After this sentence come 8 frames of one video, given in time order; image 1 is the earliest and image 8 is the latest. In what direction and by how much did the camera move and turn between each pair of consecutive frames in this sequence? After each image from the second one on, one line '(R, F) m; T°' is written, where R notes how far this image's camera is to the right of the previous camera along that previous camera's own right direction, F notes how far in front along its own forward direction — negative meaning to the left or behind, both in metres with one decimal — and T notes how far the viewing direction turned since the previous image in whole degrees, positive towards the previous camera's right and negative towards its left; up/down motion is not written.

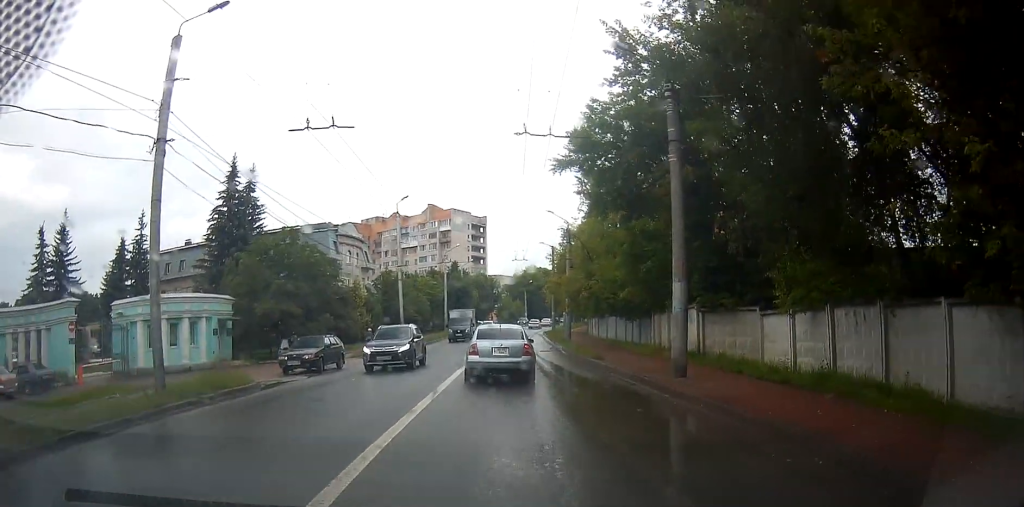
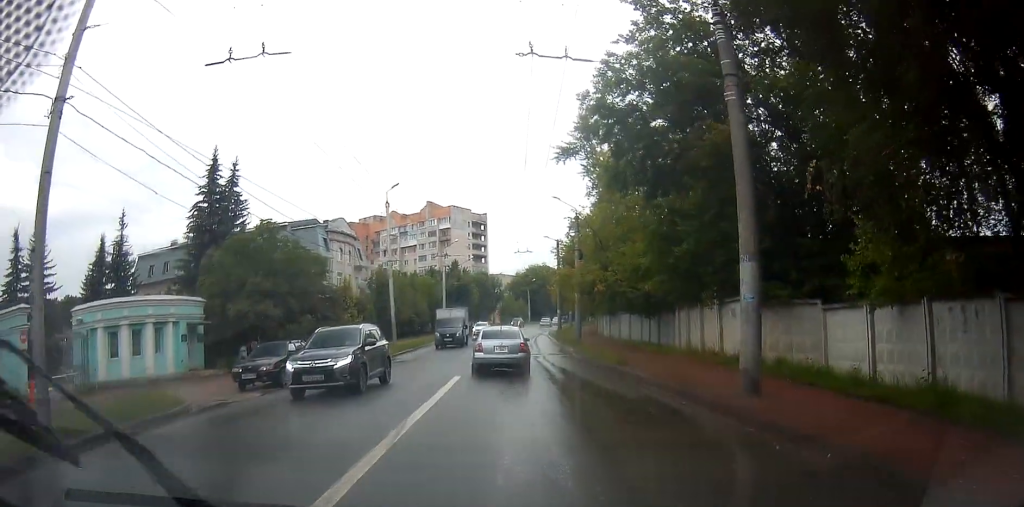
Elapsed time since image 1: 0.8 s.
(0.0, +4.3) m; +1°
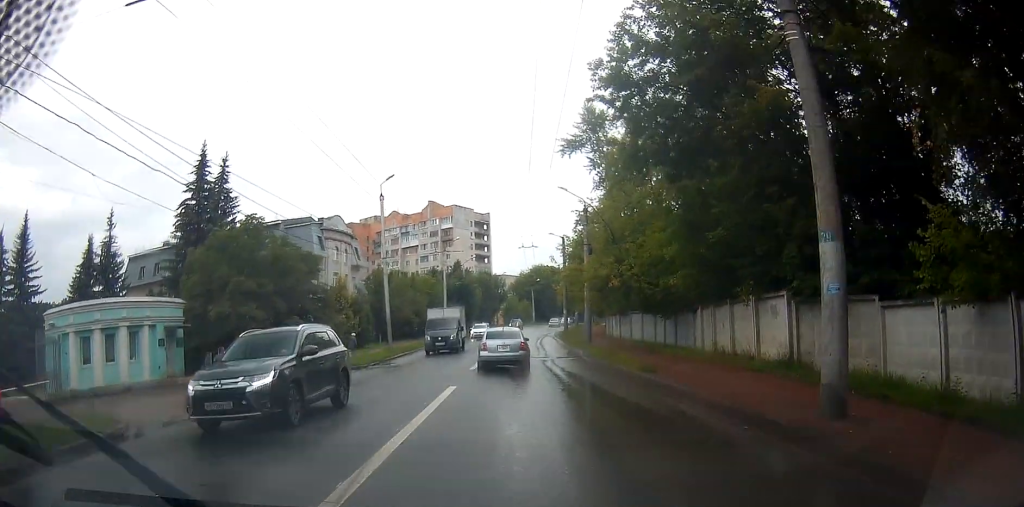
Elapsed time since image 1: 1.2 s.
(-0.1, +2.8) m; +1°
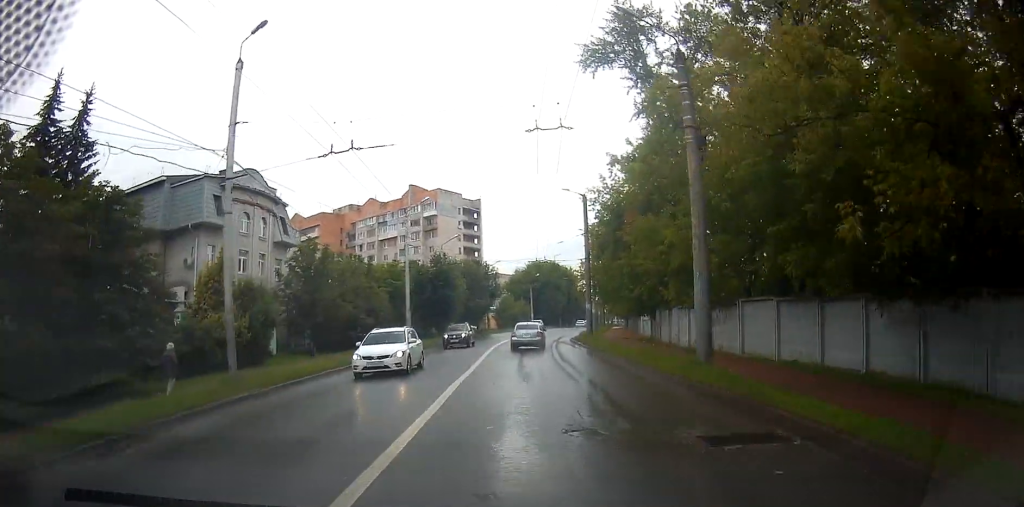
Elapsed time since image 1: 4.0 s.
(+0.4, +21.1) m; +3°
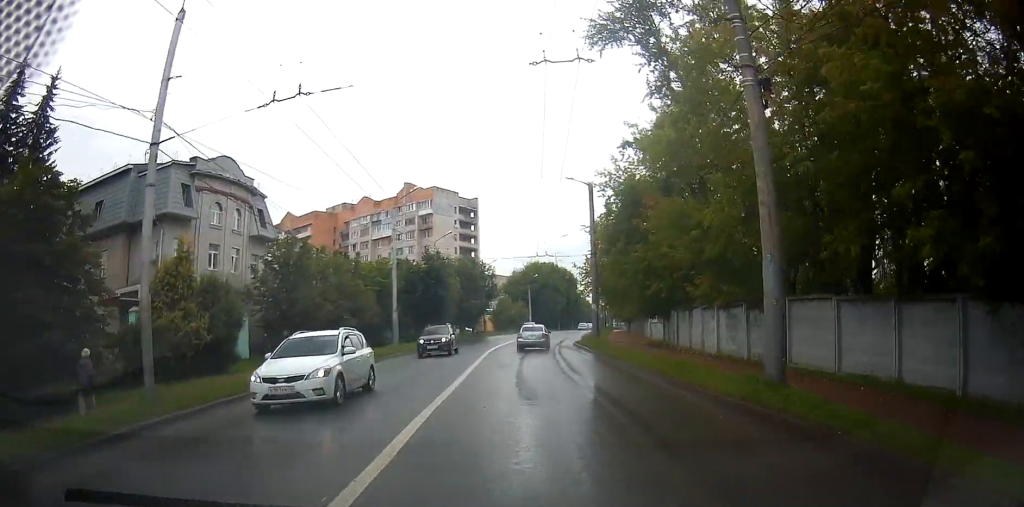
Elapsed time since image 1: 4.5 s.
(+0.1, +3.9) m; 0°
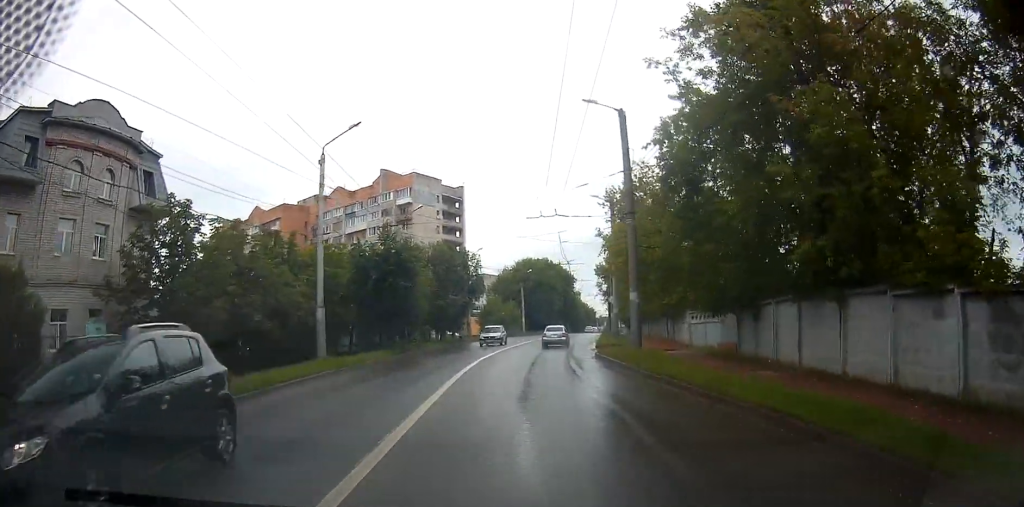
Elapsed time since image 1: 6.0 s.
(-0.5, +14.3) m; -2°
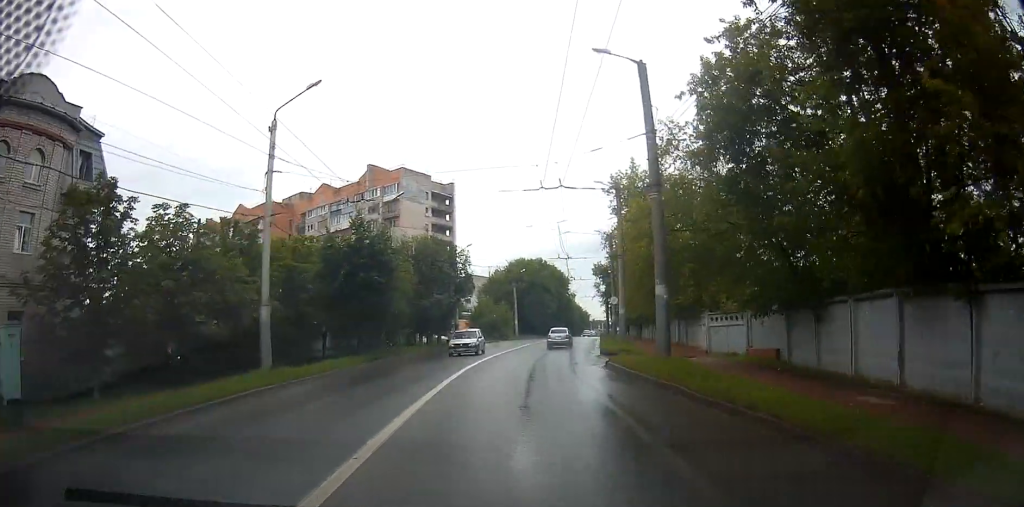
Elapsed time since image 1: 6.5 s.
(0.0, +5.3) m; 0°
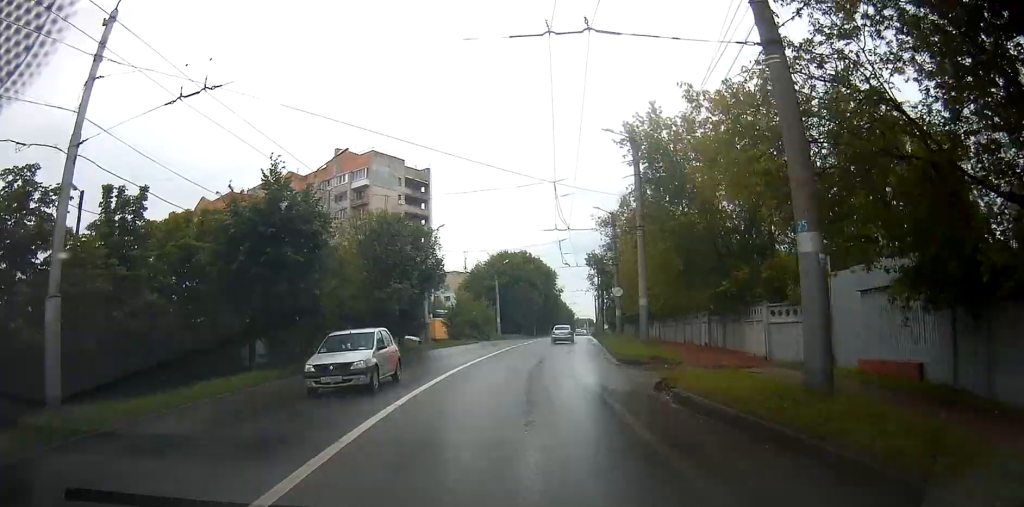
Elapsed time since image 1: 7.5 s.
(0.0, +10.2) m; +1°
